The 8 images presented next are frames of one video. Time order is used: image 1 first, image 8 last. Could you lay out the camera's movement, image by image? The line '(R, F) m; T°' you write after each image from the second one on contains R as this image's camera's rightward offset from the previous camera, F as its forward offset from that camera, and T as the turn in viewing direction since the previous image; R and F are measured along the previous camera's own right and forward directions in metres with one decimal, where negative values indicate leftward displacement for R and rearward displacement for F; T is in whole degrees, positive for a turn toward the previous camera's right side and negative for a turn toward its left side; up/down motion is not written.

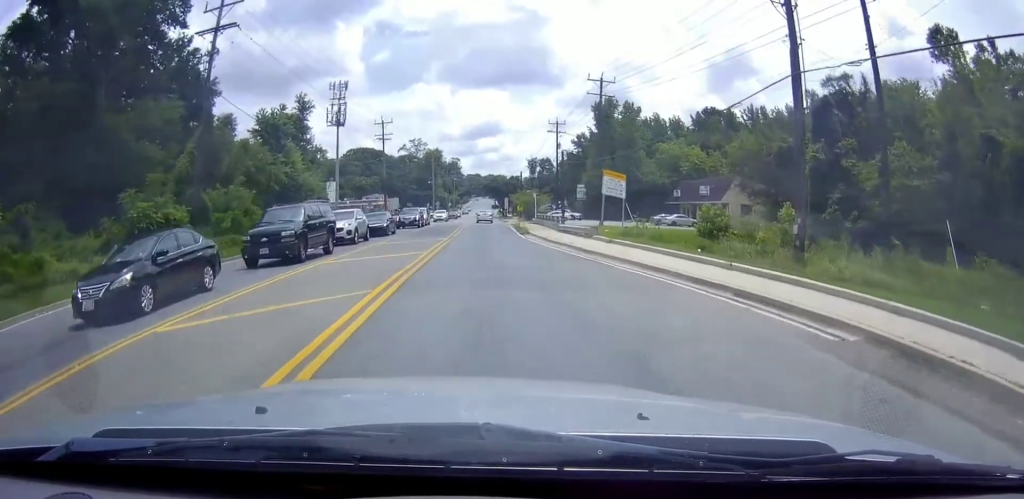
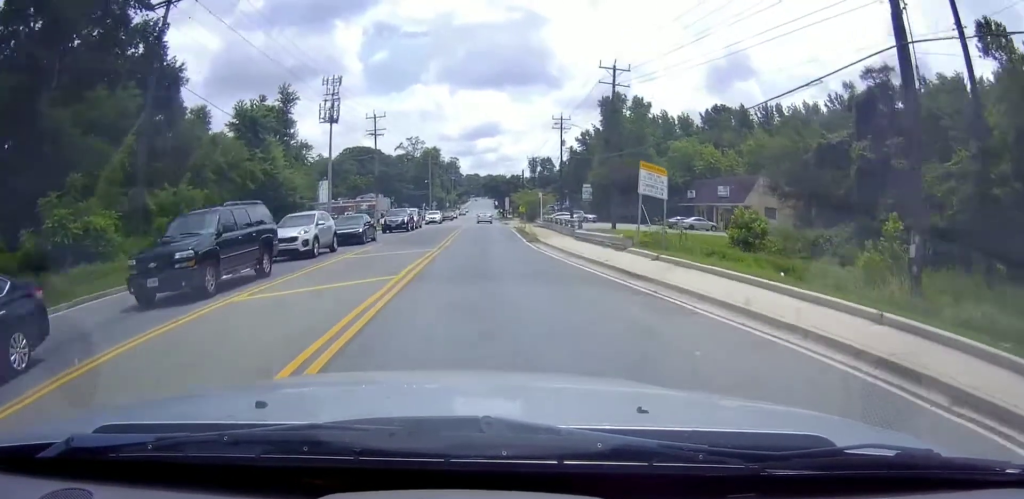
(+0.3, +6.8) m; -1°
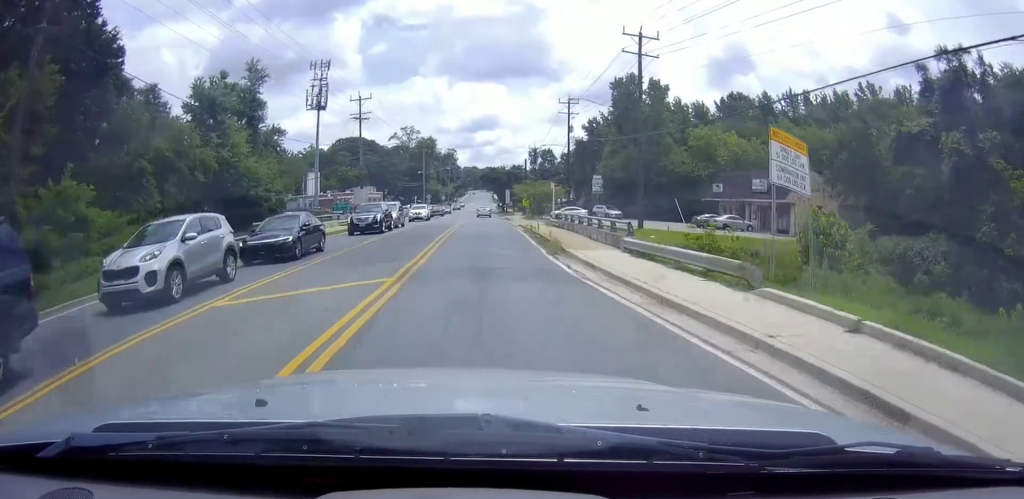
(-0.4, +10.5) m; 0°
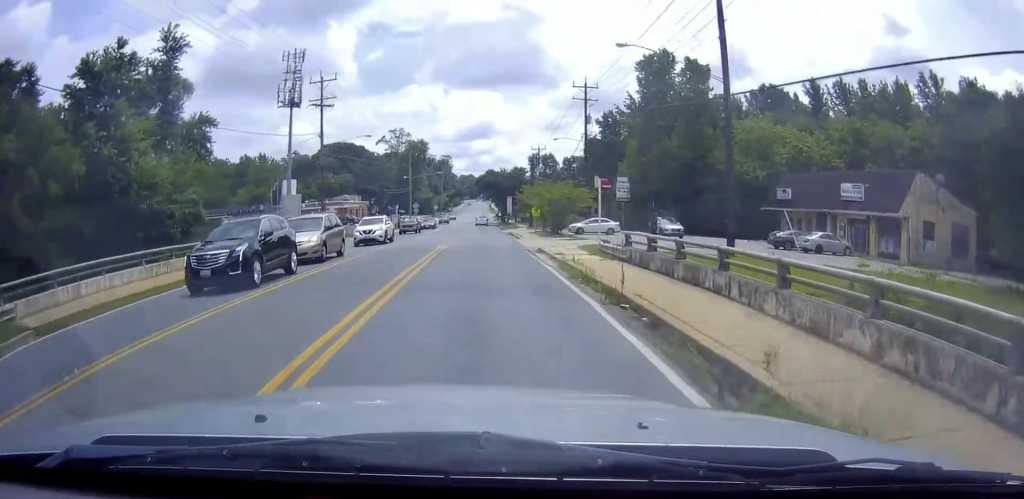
(+0.3, +18.1) m; +1°
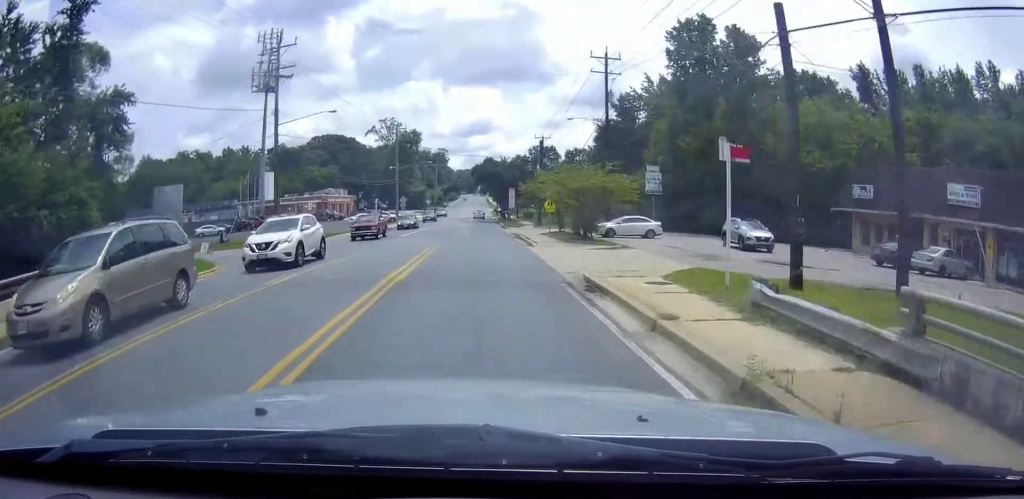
(-0.2, +13.7) m; 0°
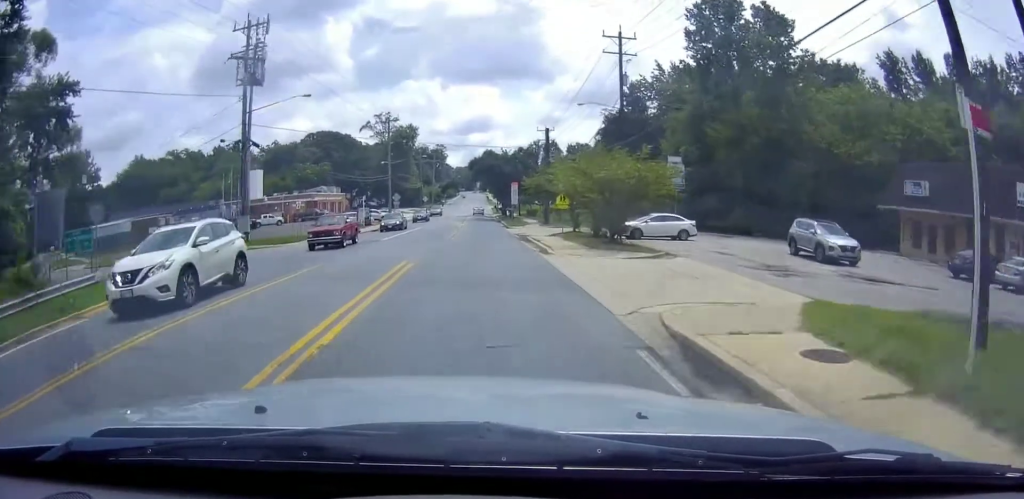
(-0.2, +6.9) m; 0°
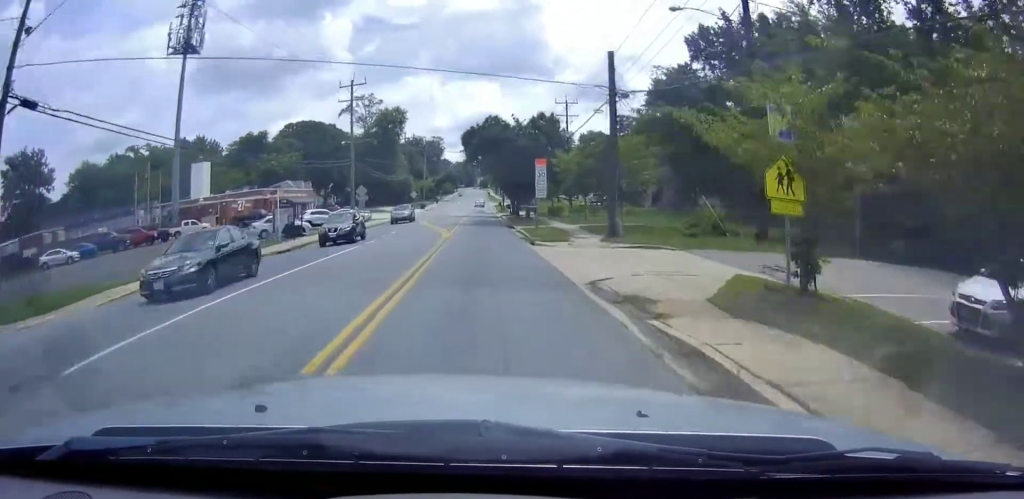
(+0.5, +25.3) m; +1°
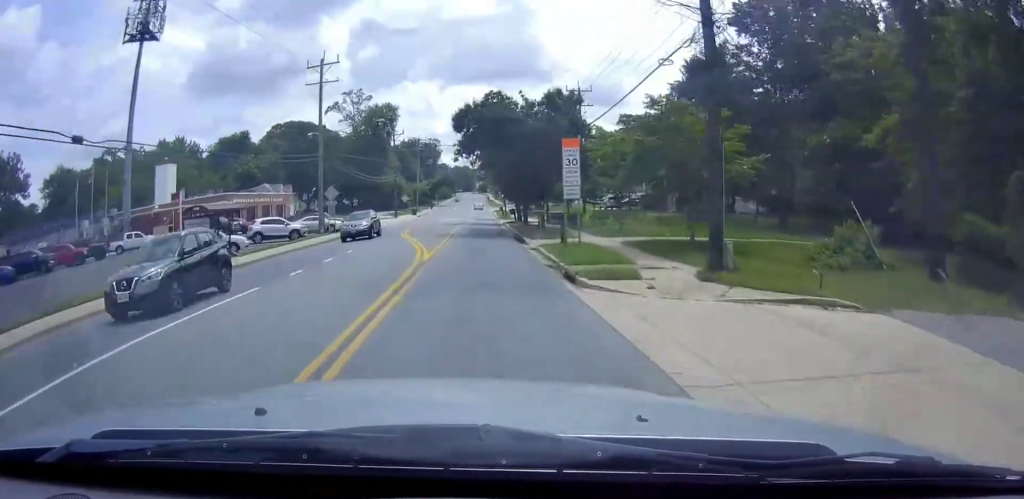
(0.0, +11.4) m; 0°
